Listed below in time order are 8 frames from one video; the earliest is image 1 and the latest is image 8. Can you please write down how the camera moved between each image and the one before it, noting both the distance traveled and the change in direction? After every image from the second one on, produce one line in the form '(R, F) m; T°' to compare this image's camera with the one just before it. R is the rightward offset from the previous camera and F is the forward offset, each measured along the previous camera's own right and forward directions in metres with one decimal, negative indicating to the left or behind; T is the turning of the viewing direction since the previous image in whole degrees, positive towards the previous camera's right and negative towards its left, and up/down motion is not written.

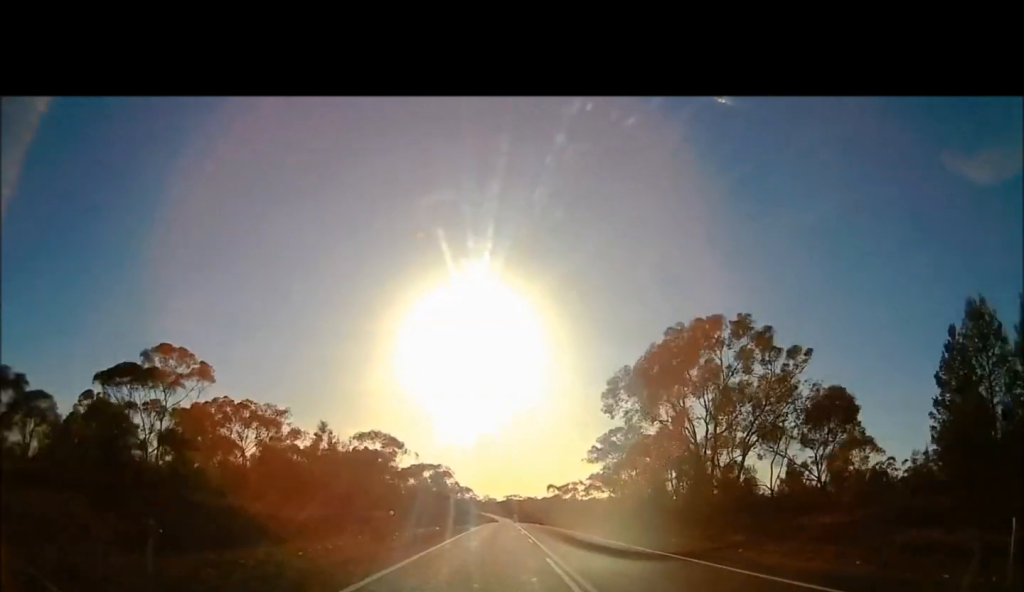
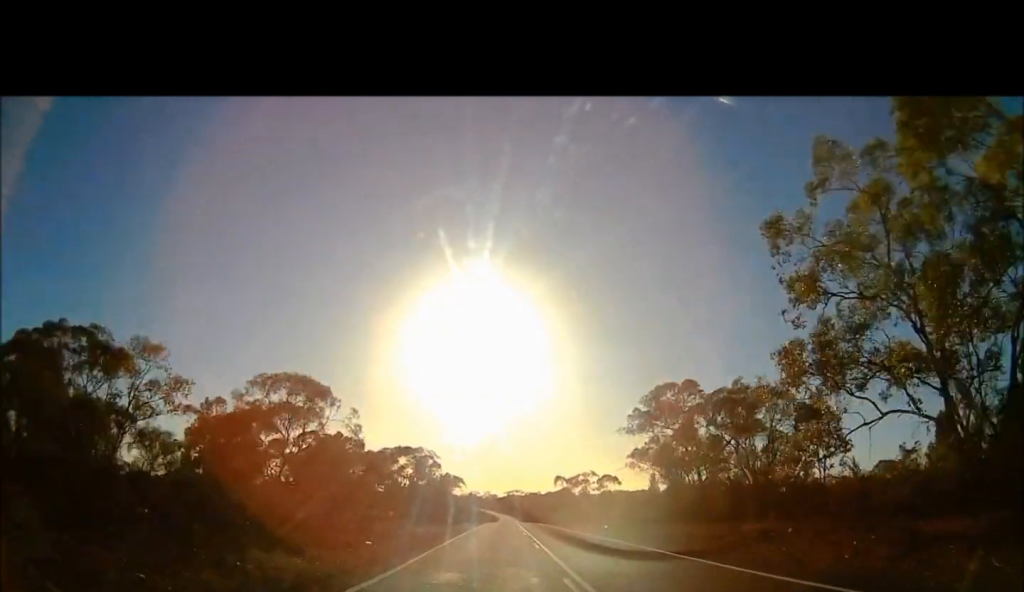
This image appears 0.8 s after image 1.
(0.0, +28.0) m; 0°
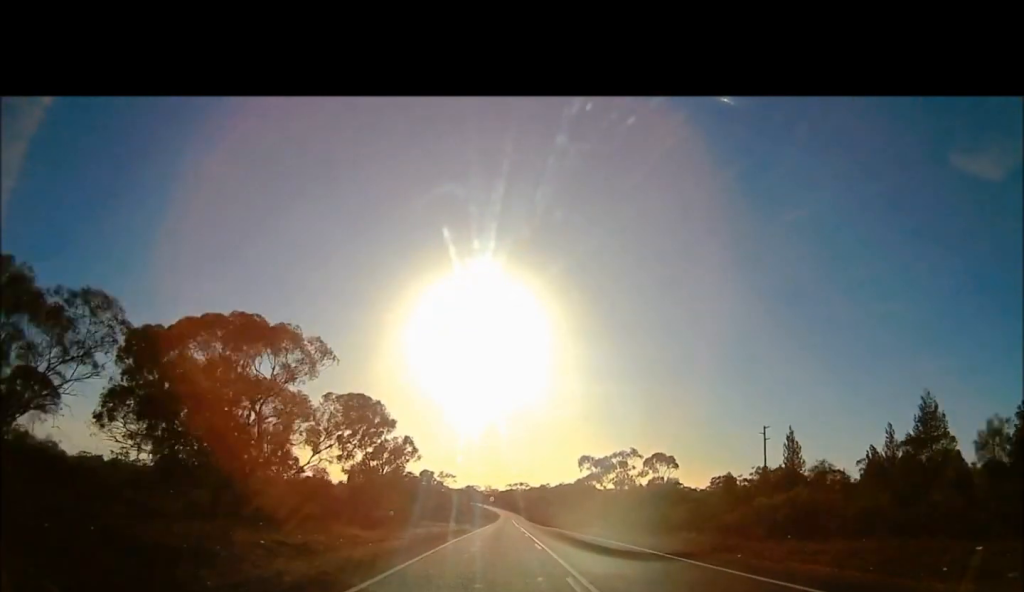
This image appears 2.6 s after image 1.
(+0.1, +59.3) m; 0°
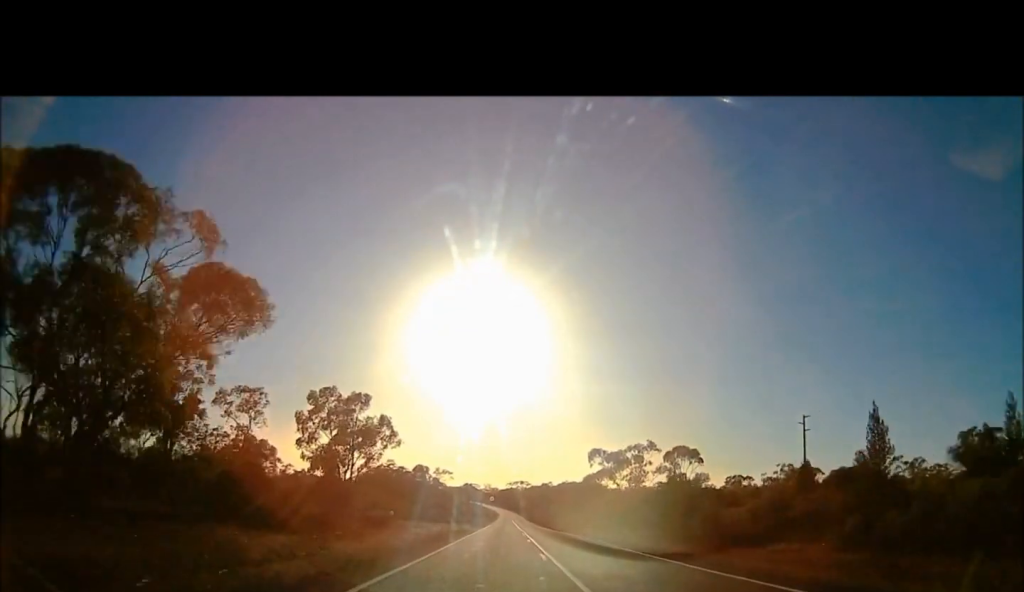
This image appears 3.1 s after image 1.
(+0.1, +15.7) m; 0°
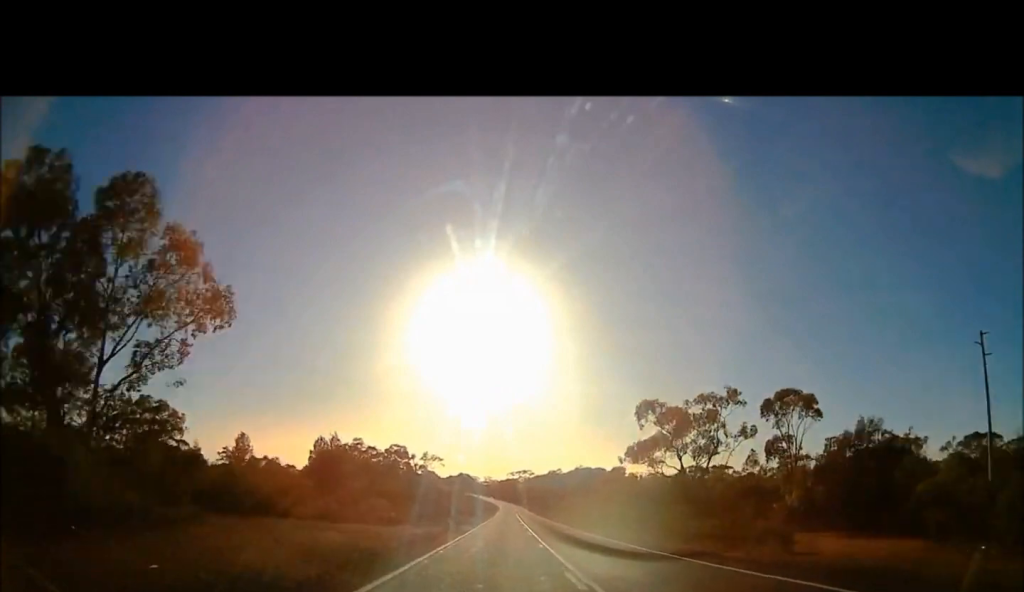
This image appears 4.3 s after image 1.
(-0.2, +42.8) m; 0°
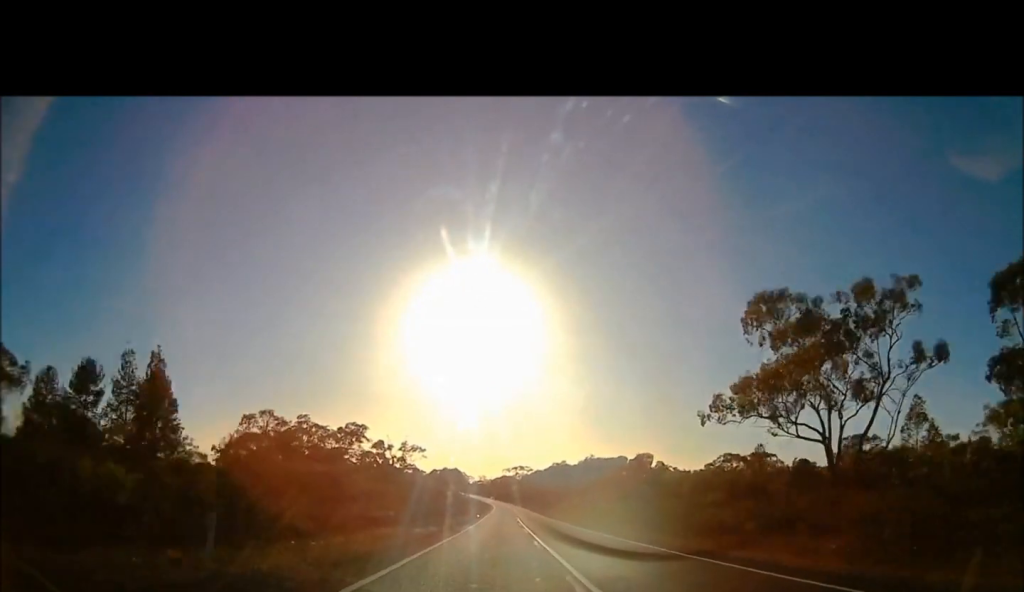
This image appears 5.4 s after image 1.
(+0.1, +37.3) m; 0°
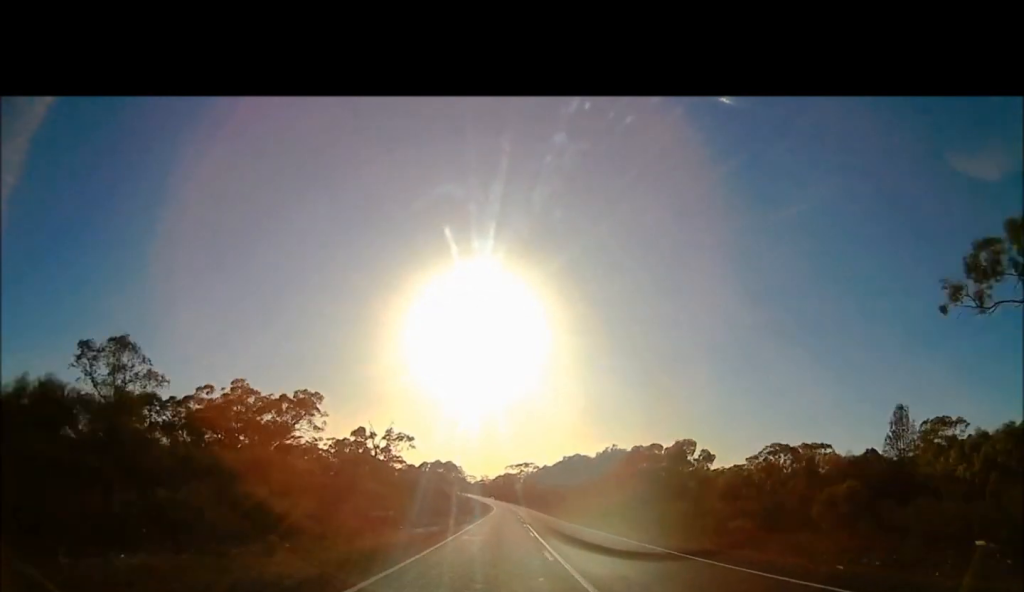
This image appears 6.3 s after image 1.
(+0.2, +29.2) m; 0°
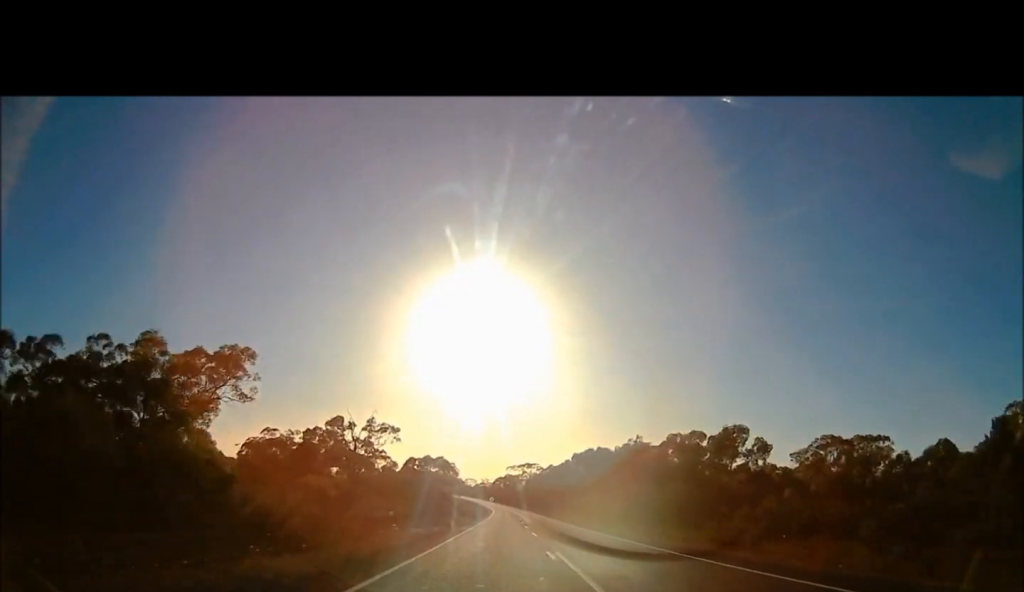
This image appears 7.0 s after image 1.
(-0.2, +23.5) m; 0°
